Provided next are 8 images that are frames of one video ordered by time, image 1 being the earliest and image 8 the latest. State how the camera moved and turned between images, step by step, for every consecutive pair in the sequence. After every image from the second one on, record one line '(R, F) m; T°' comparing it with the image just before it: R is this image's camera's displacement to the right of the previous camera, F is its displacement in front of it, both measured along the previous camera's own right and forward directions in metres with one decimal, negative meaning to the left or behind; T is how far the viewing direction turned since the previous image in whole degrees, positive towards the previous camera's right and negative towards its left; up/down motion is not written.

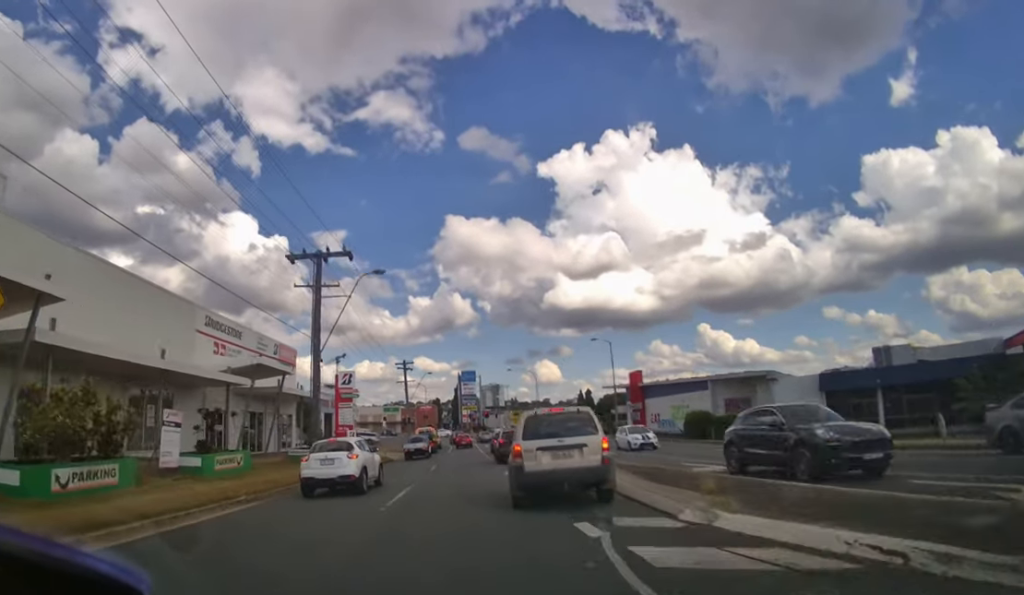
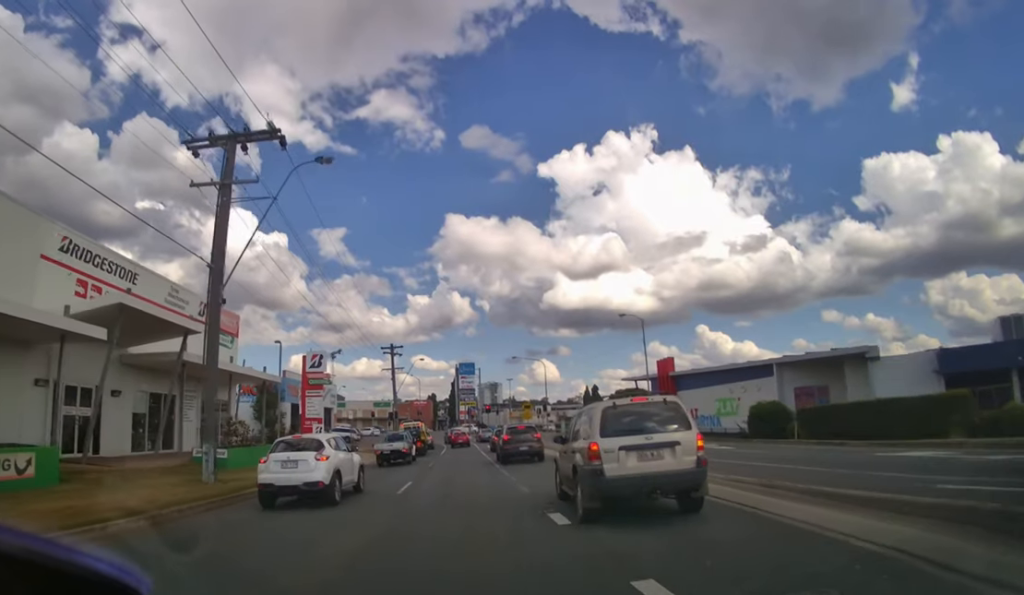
(0.0, +13.1) m; 0°
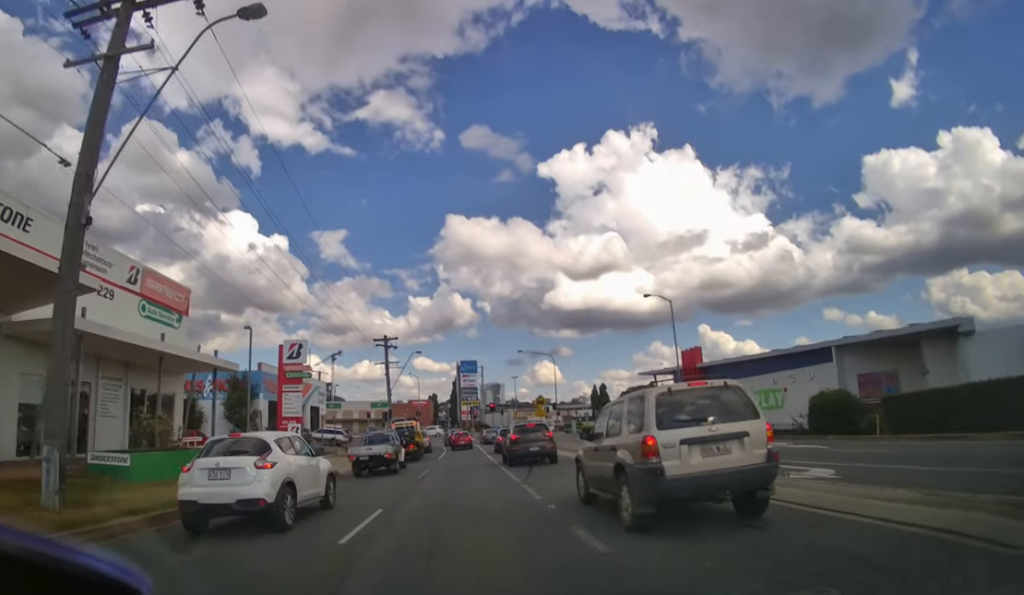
(0.0, +7.2) m; 0°
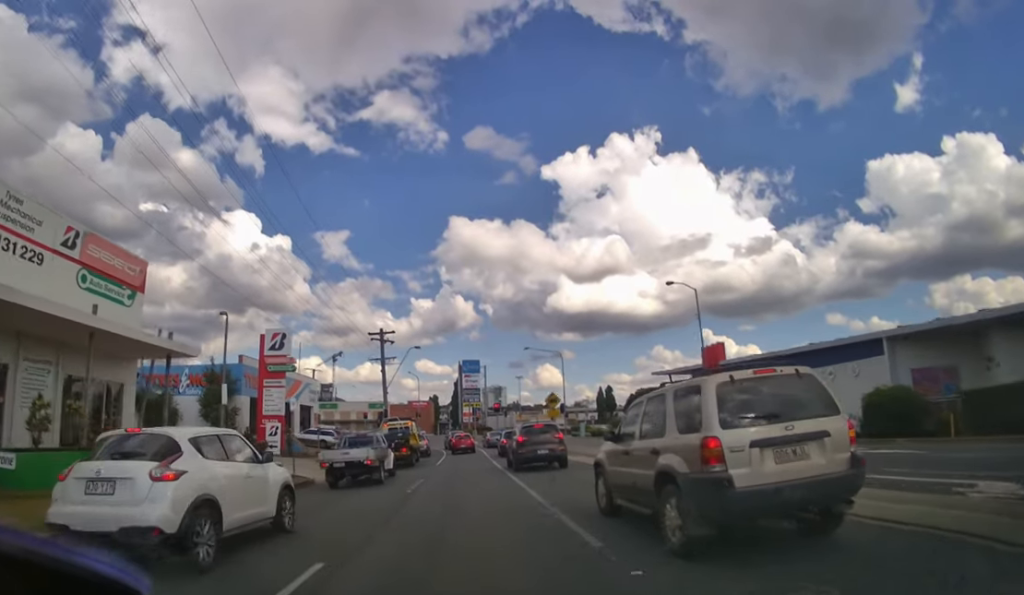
(0.0, +4.3) m; 0°
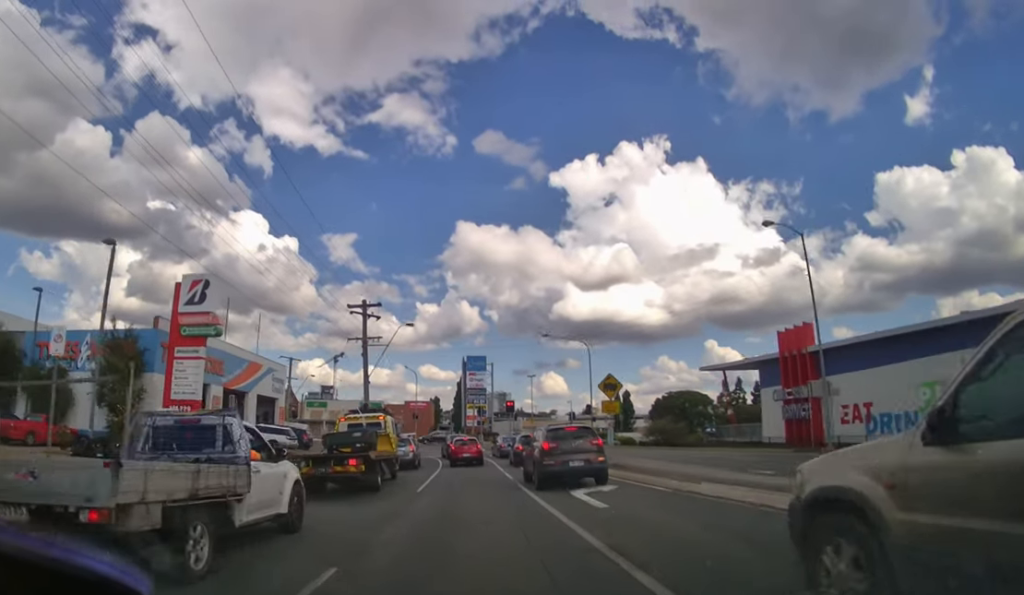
(0.0, +11.7) m; 0°
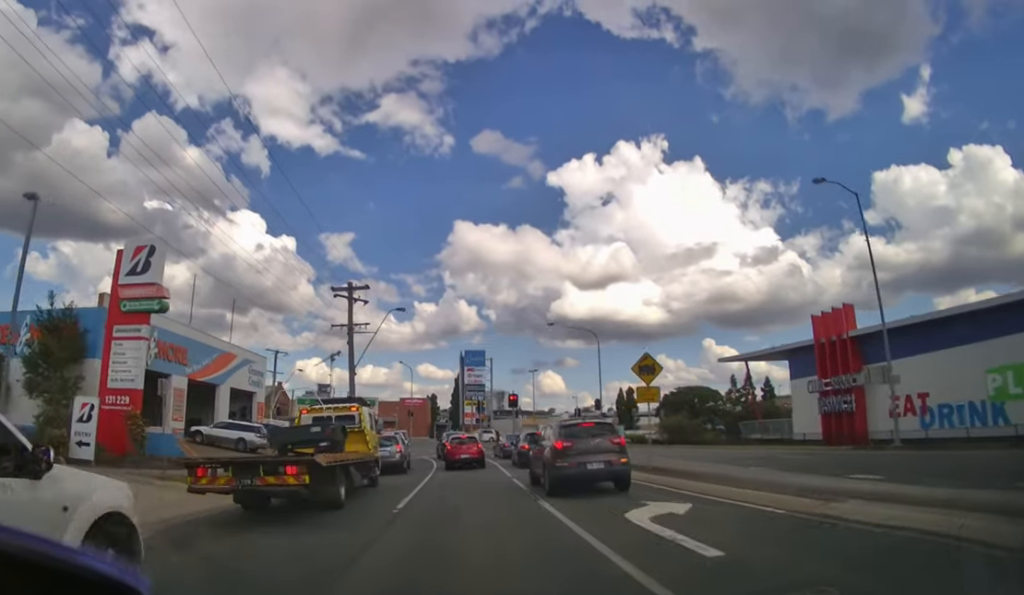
(0.0, +4.2) m; 0°
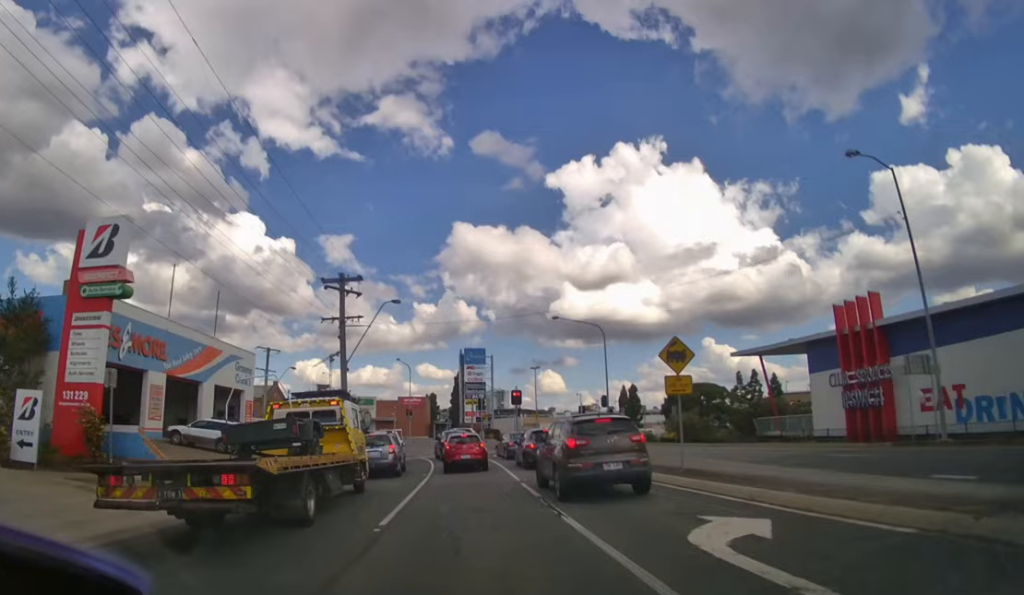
(0.0, +2.0) m; 0°
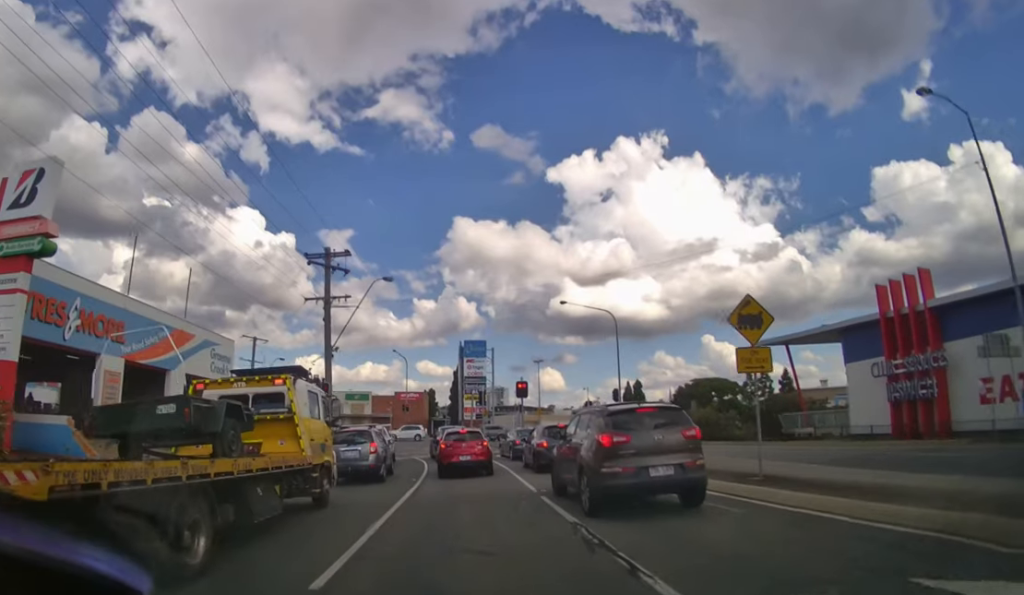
(0.0, +3.2) m; 0°
